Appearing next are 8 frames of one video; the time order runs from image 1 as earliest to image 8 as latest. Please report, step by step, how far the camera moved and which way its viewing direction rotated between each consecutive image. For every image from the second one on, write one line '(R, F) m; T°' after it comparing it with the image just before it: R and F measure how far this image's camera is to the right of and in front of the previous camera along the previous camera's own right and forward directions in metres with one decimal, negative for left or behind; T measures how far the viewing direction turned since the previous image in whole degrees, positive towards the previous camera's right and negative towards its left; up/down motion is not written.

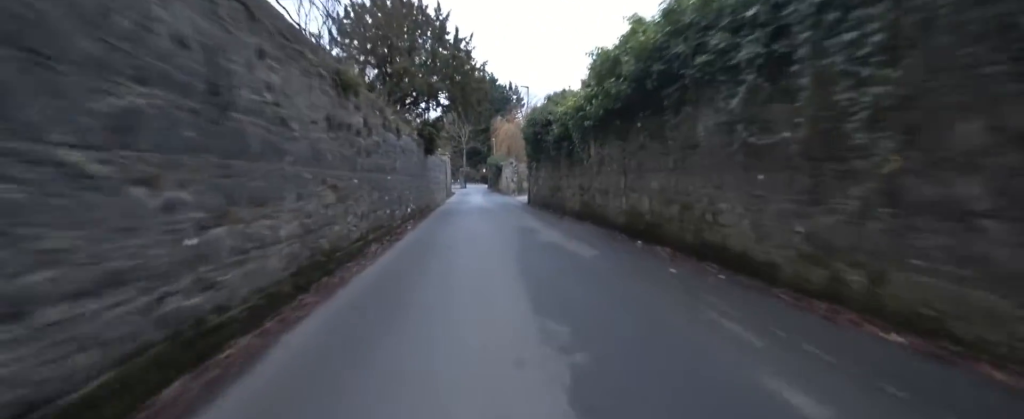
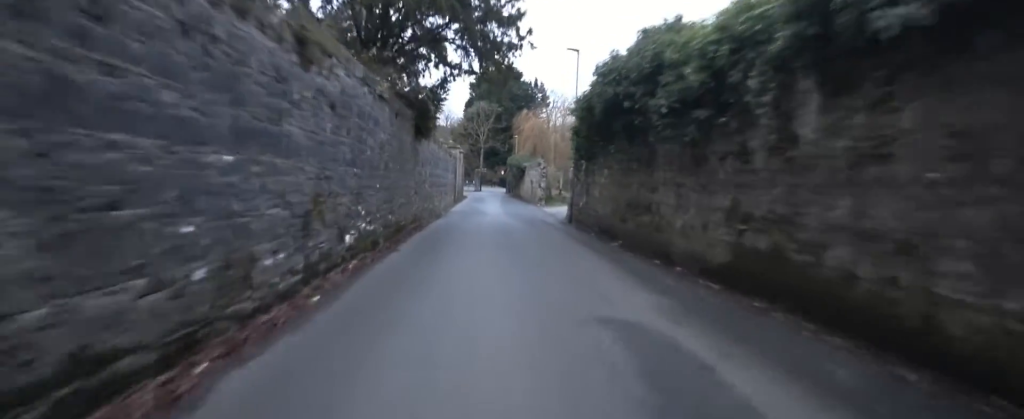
(0.0, +7.9) m; 0°
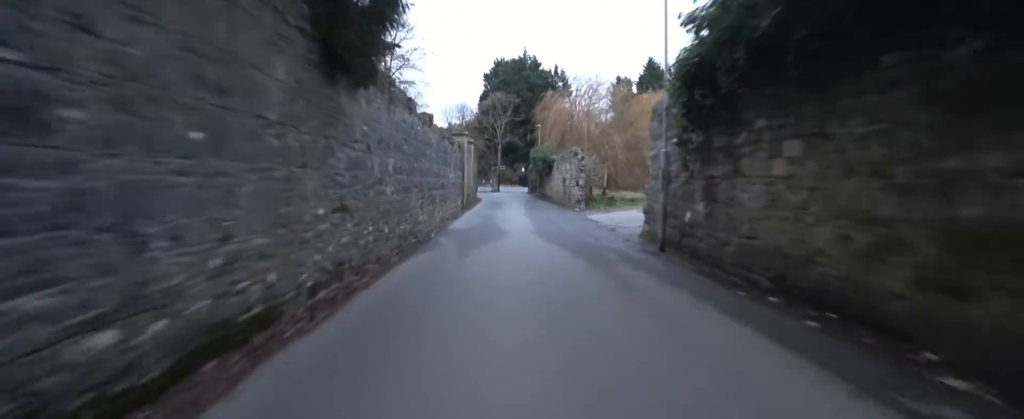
(0.0, +7.7) m; 0°
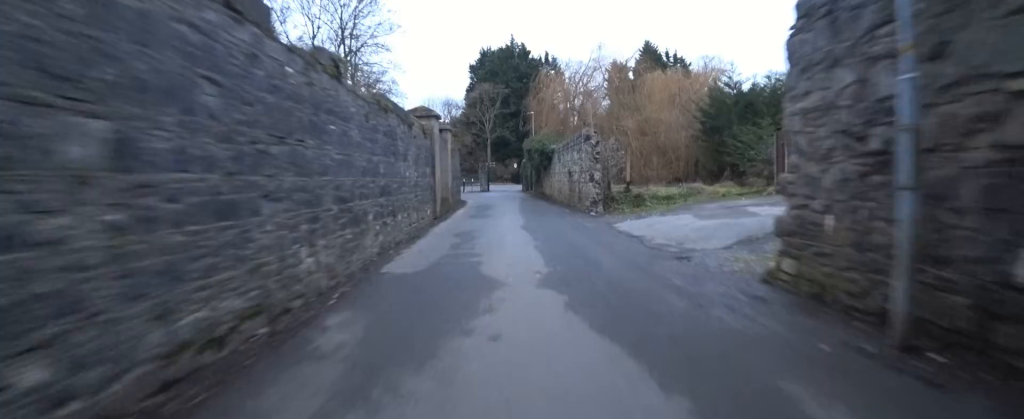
(0.0, +5.7) m; 0°
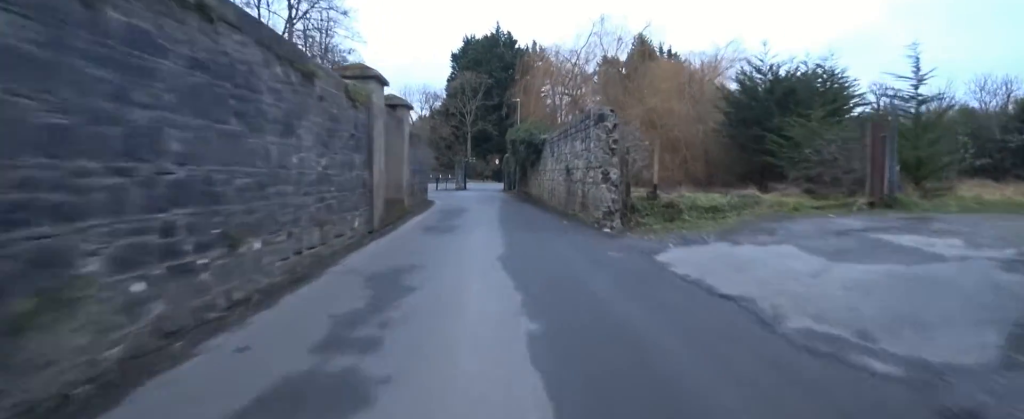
(0.0, +4.9) m; 0°
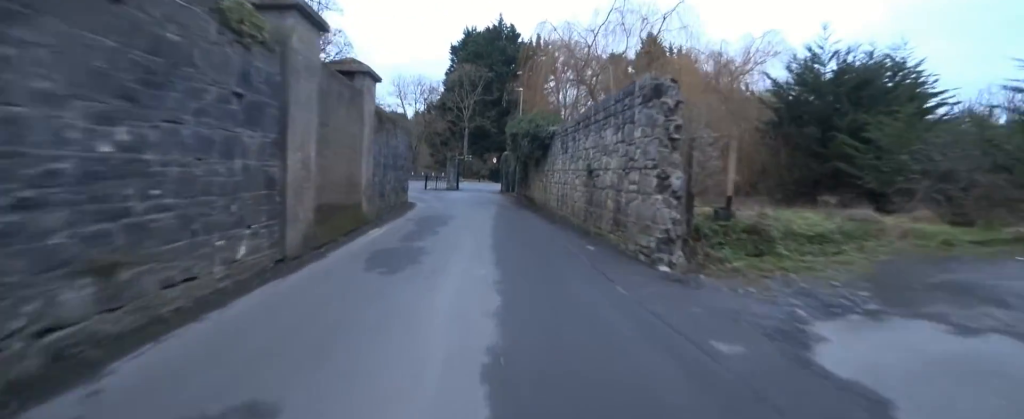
(0.0, +3.8) m; 0°
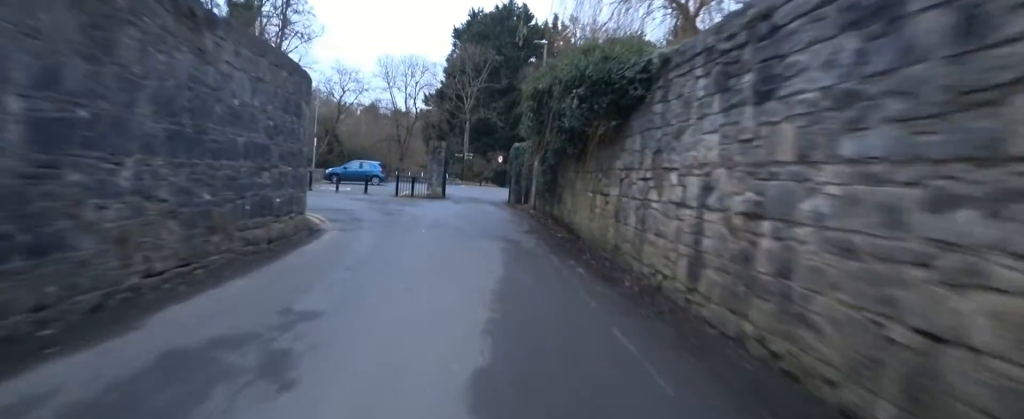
(-0.1, +9.2) m; -6°
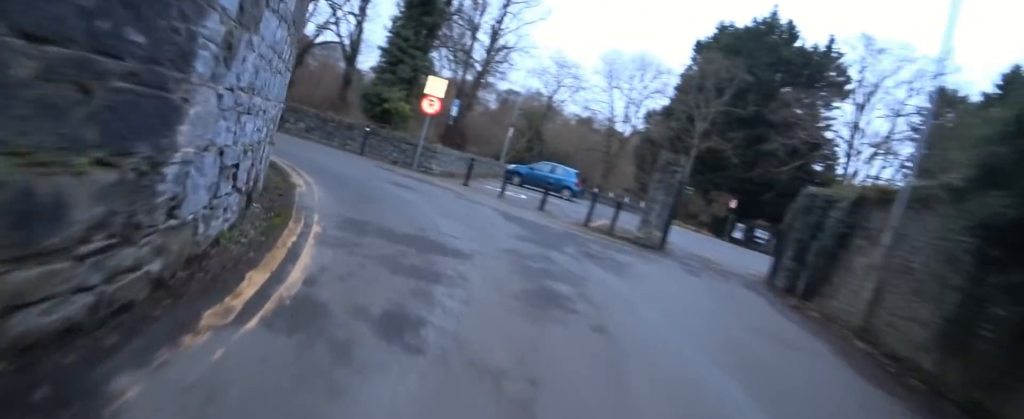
(-1.4, +7.3) m; -24°
